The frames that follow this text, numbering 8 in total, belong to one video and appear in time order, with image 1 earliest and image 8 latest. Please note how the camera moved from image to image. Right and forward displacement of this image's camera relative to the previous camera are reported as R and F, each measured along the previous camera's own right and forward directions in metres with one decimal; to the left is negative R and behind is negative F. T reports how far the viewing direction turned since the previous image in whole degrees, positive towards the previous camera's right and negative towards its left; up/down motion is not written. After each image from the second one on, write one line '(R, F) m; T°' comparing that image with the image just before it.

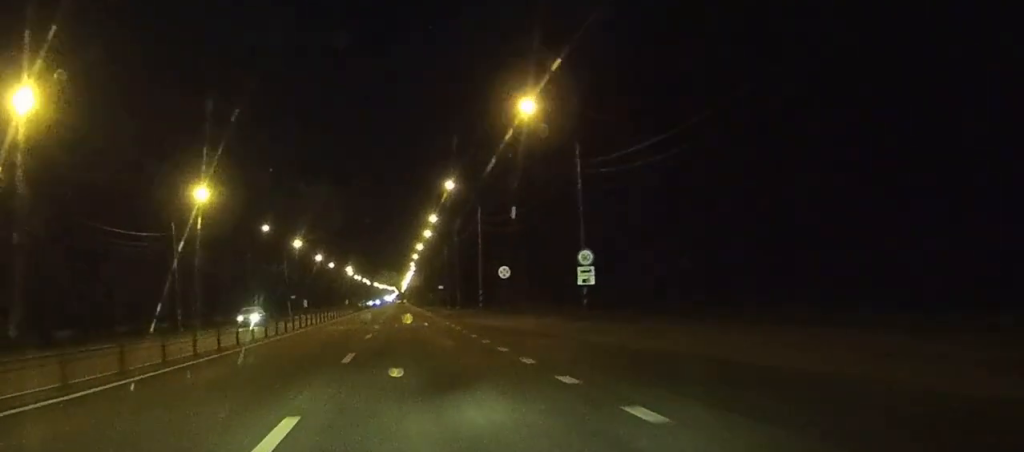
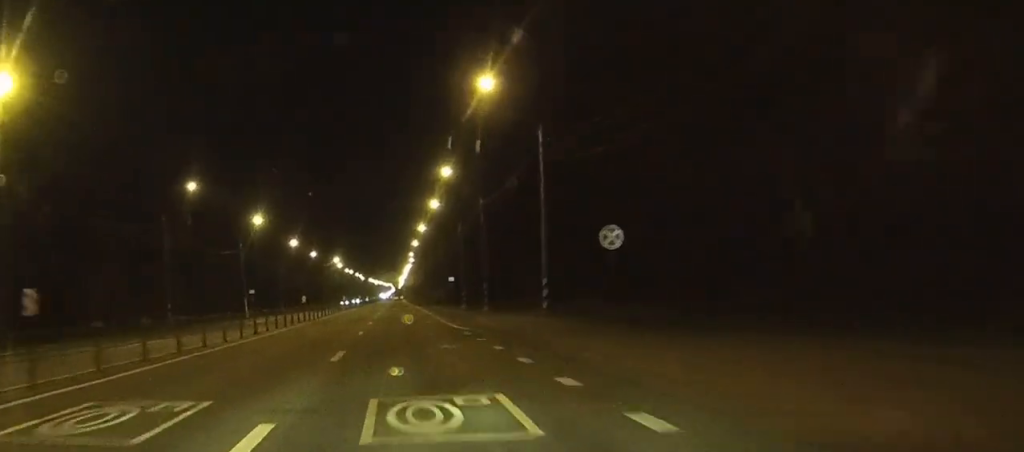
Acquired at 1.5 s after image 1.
(0.0, +36.7) m; 0°
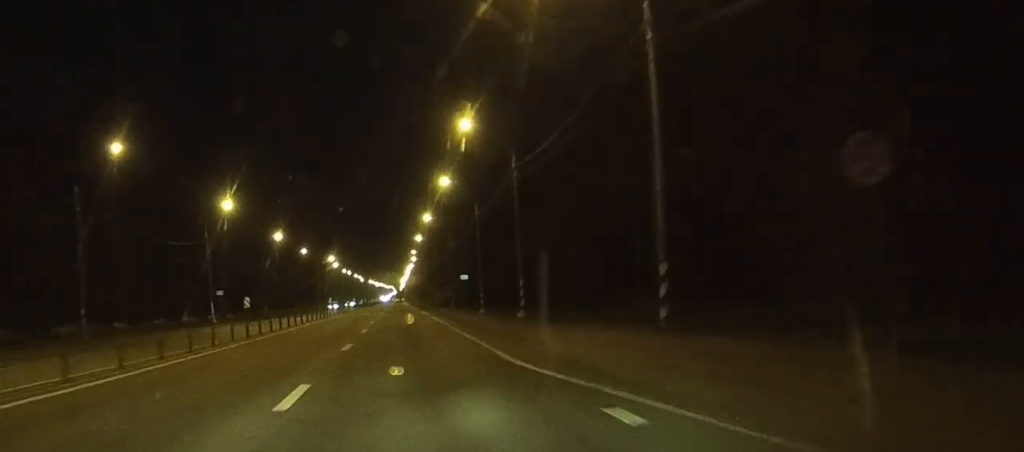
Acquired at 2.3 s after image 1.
(0.0, +19.3) m; 0°
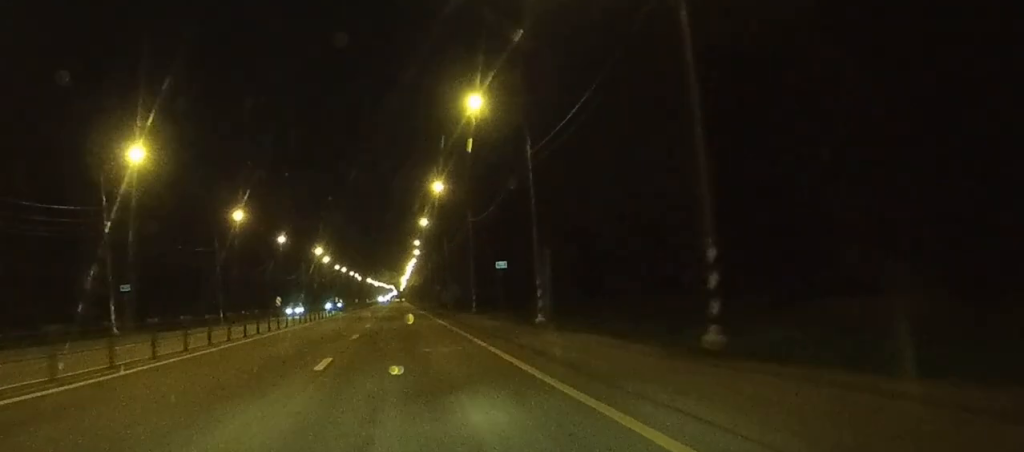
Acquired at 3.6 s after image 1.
(+0.1, +30.1) m; 0°
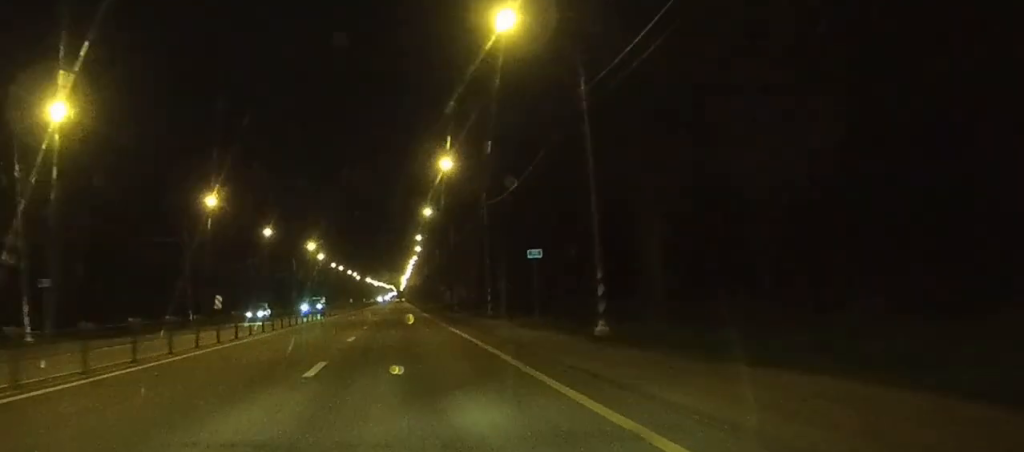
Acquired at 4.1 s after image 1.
(0.0, +13.4) m; 0°
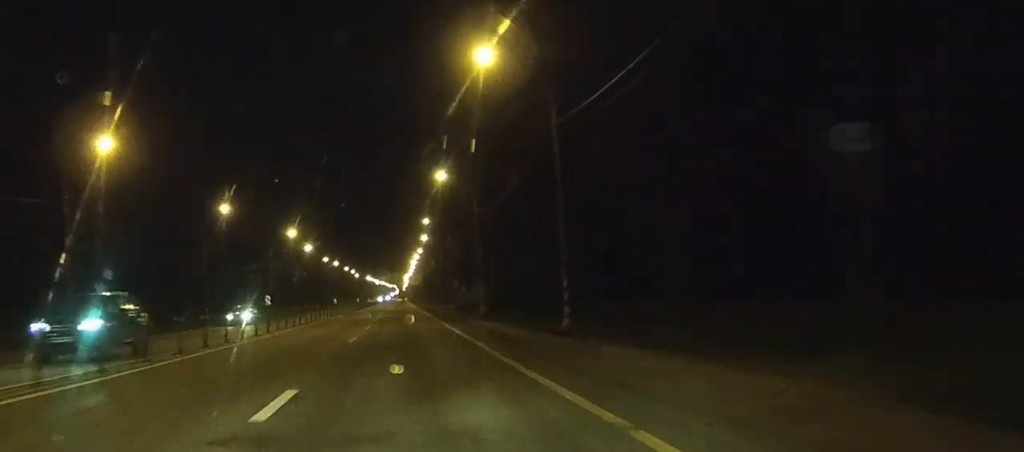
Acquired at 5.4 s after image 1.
(-0.1, +28.8) m; 0°
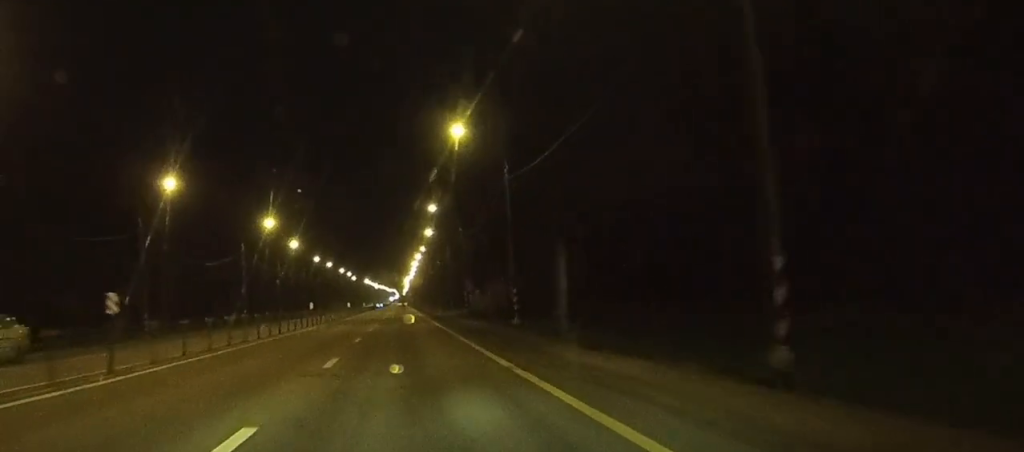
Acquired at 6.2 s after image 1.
(0.0, +20.2) m; 0°
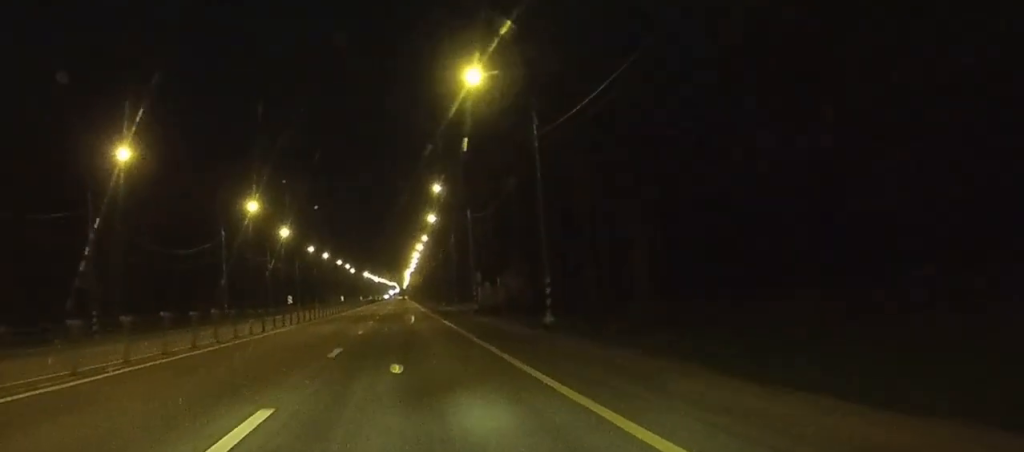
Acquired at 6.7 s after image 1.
(0.0, +10.9) m; 0°
